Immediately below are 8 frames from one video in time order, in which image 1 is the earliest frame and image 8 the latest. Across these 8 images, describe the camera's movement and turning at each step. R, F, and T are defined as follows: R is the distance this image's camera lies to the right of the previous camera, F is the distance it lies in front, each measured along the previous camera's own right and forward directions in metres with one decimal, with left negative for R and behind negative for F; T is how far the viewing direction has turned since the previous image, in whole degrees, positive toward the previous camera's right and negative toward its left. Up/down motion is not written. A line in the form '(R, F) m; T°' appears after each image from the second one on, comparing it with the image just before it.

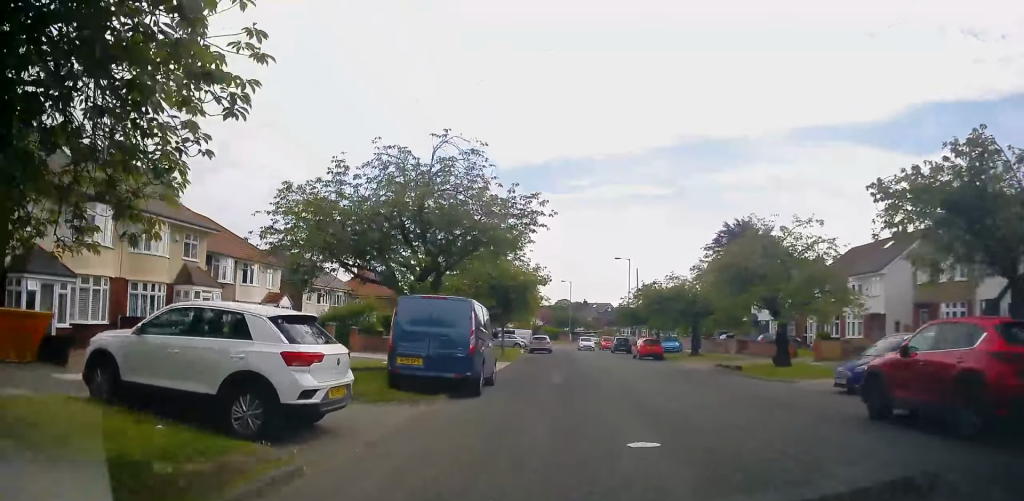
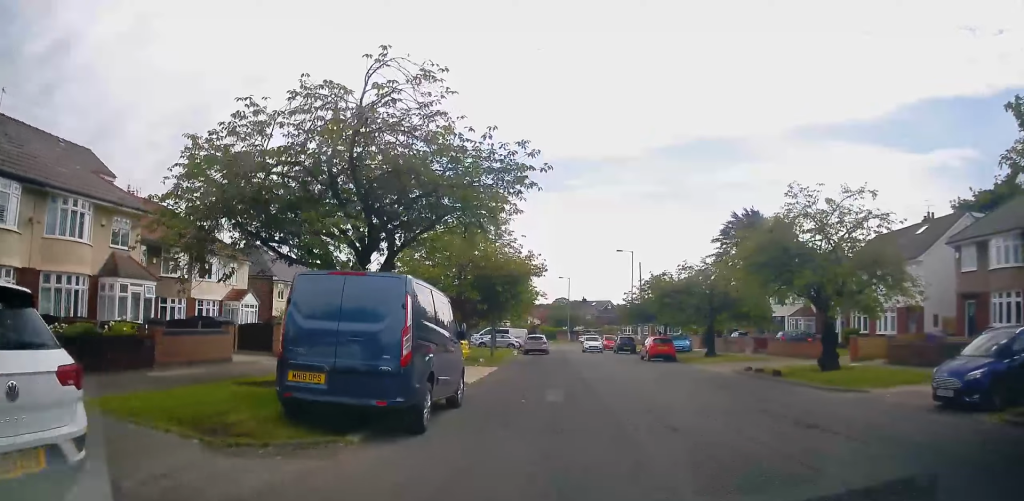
(+0.1, +4.9) m; 0°
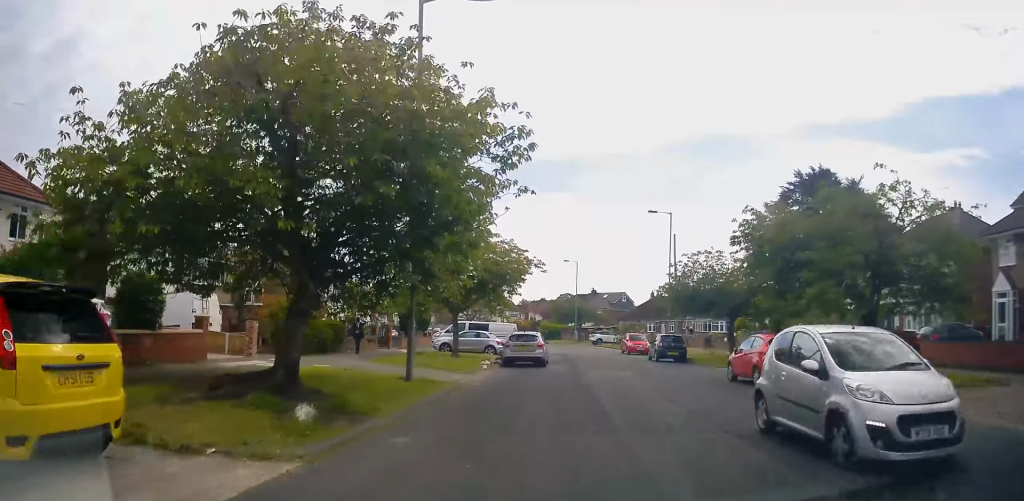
(-0.3, +18.8) m; 0°
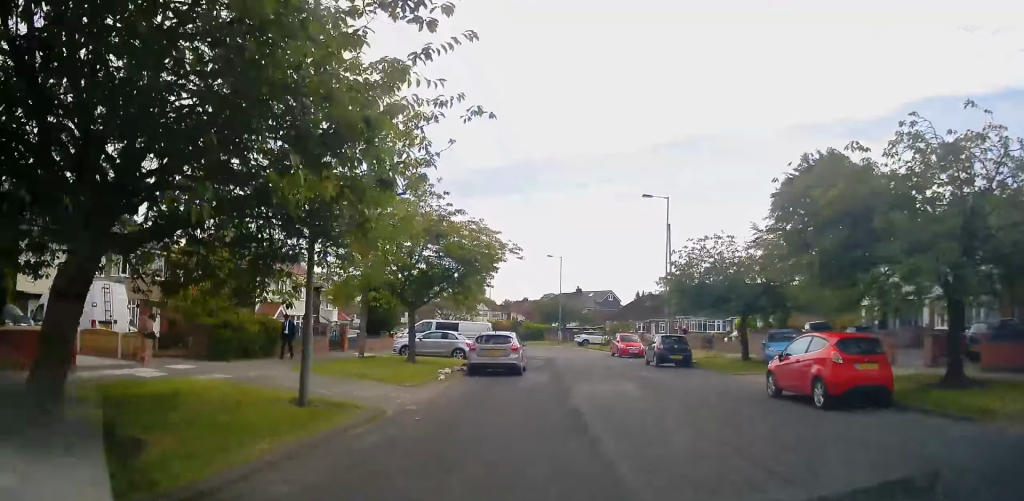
(+0.2, +5.1) m; 0°
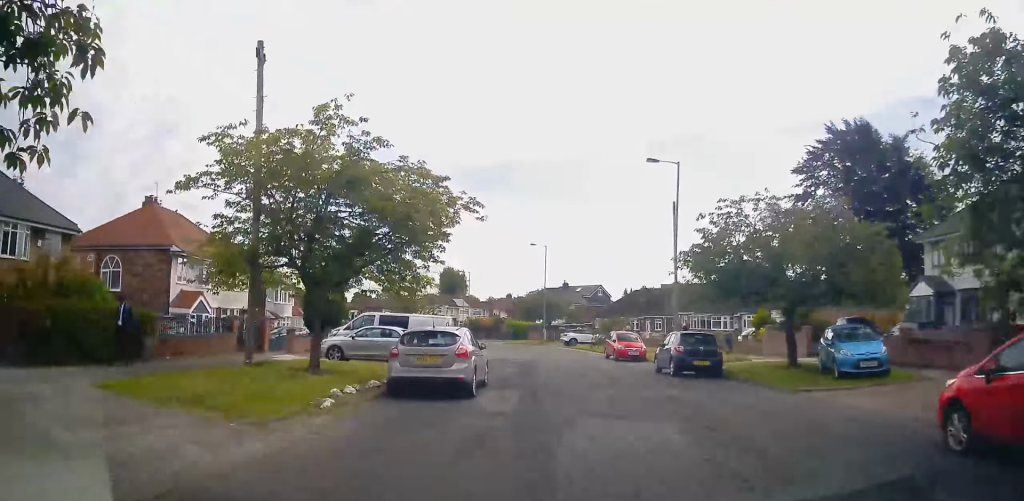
(0.0, +7.6) m; 0°
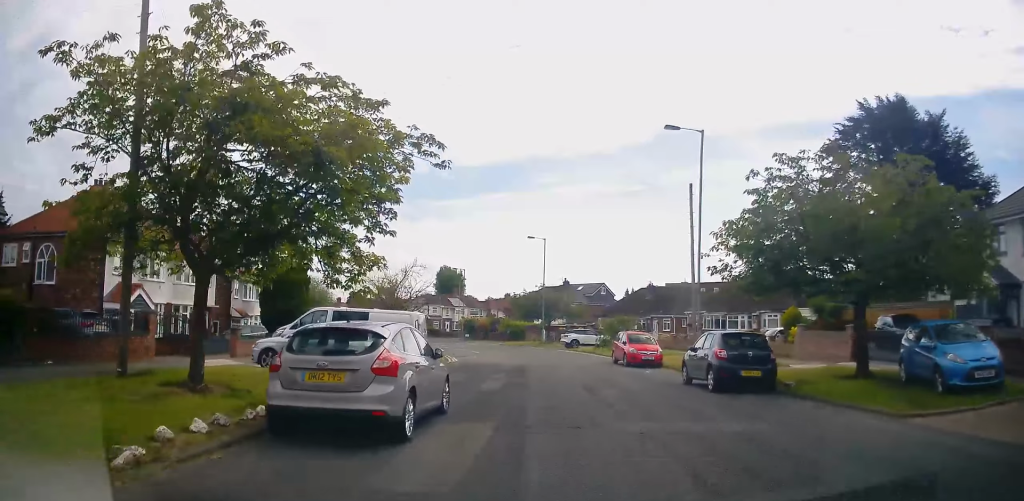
(-0.1, +5.1) m; 0°
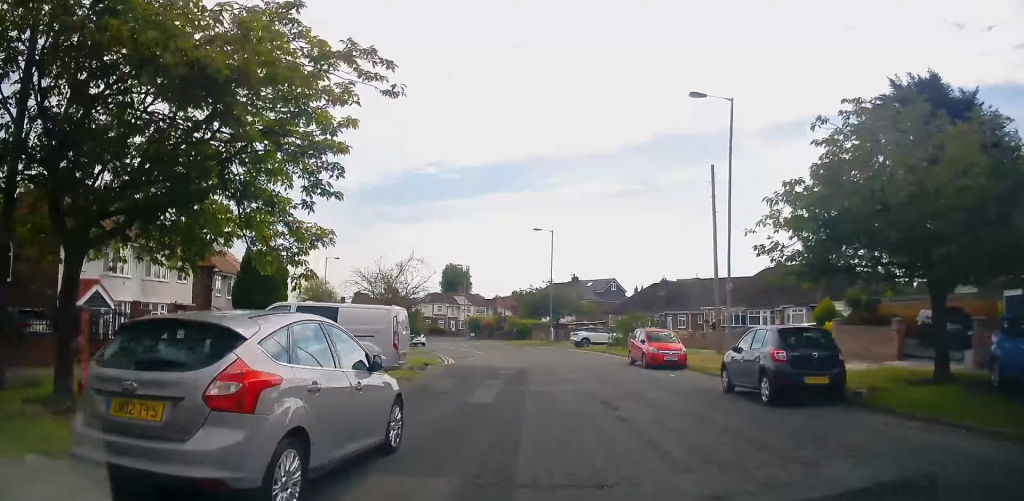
(+0.3, +3.4) m; 0°
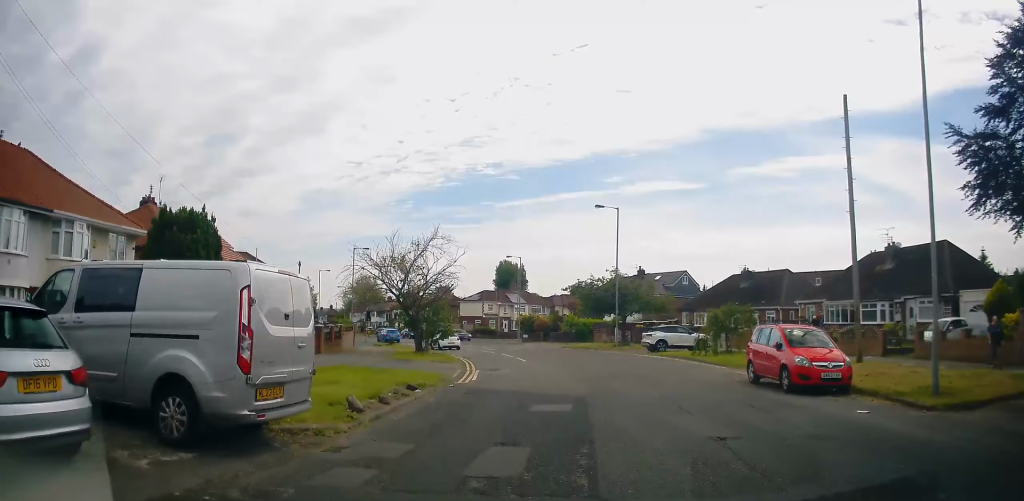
(-0.4, +10.0) m; -4°
